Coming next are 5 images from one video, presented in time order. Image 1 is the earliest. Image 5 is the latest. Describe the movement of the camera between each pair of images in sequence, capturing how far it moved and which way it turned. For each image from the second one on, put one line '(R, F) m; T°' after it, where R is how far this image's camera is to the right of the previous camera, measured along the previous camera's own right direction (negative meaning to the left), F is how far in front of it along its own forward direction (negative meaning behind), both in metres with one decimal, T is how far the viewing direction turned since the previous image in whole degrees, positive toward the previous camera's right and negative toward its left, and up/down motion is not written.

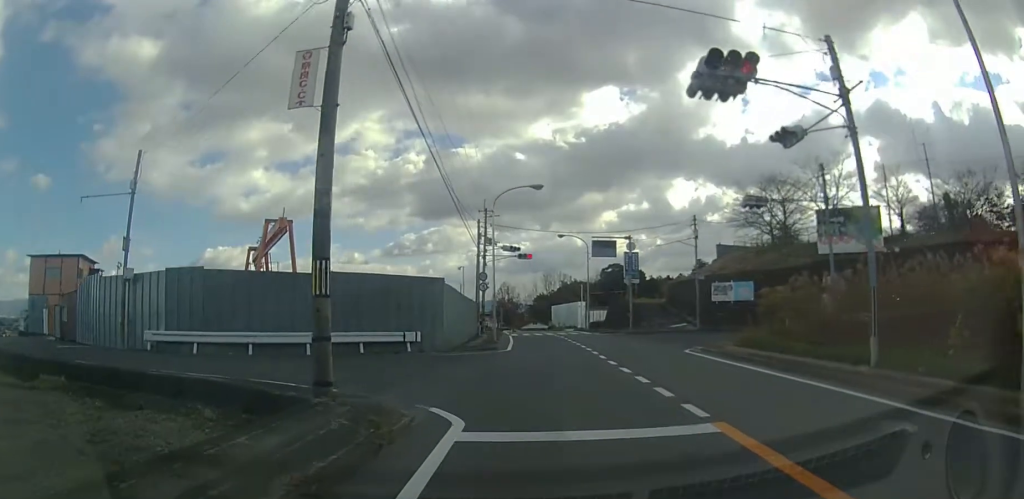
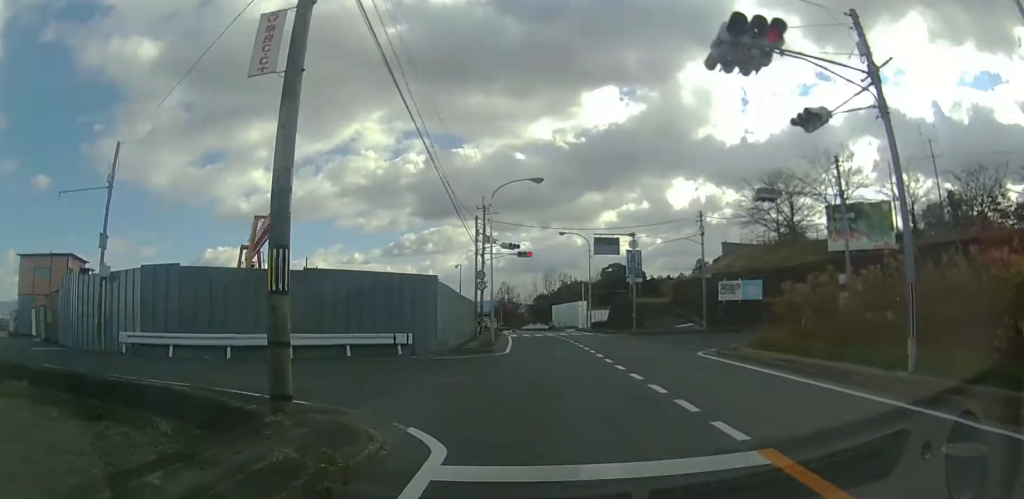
(0.0, +2.3) m; 0°
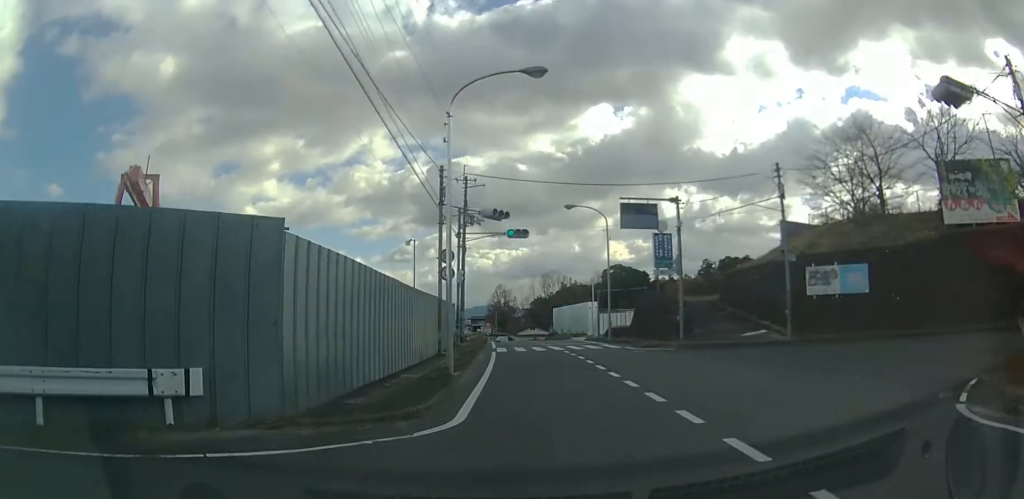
(0.0, +7.4) m; -2°
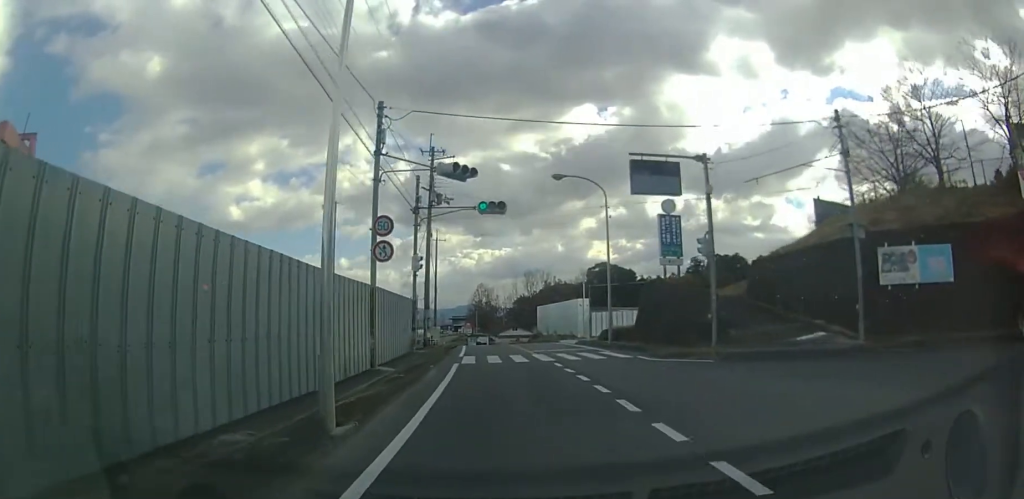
(0.0, +3.6) m; +3°
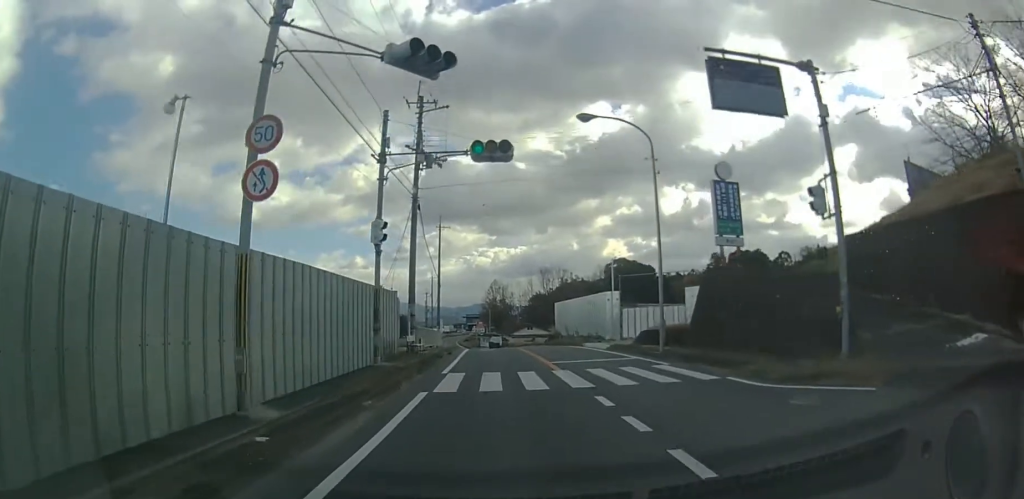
(+0.2, +6.6) m; 0°
